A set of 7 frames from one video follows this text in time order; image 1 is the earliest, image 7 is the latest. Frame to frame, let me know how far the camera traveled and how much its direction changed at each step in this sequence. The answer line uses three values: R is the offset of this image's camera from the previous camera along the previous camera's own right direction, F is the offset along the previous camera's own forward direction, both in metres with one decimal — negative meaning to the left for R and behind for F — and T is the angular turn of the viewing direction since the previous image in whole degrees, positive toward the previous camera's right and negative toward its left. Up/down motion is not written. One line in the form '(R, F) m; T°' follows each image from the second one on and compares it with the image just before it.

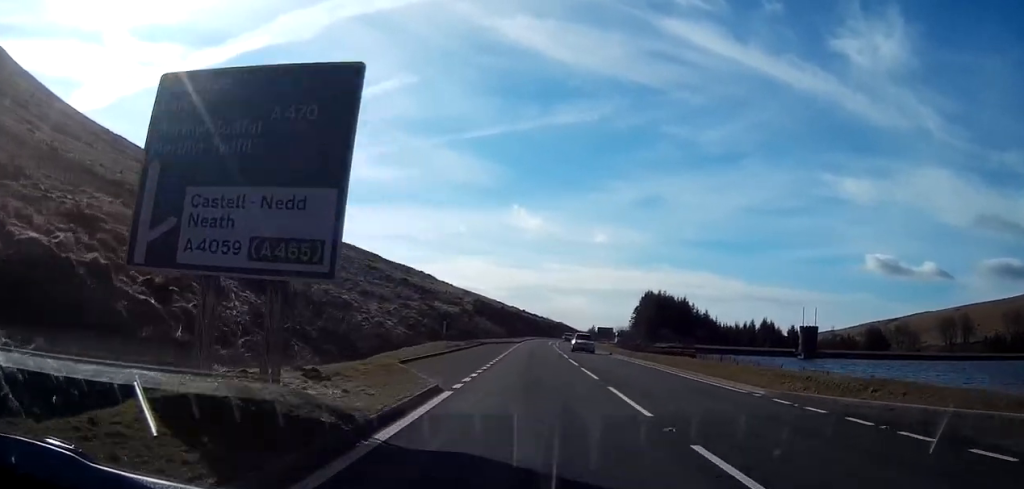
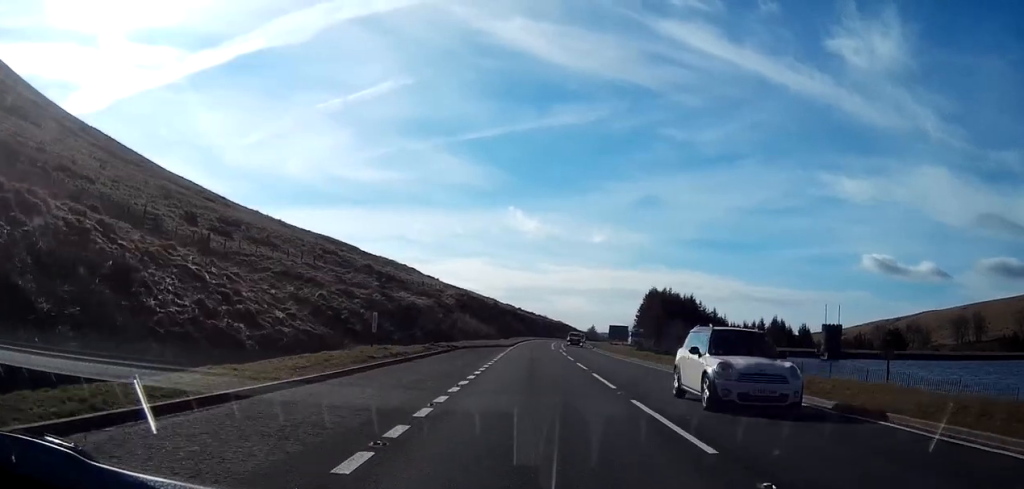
(+0.1, +21.8) m; 0°
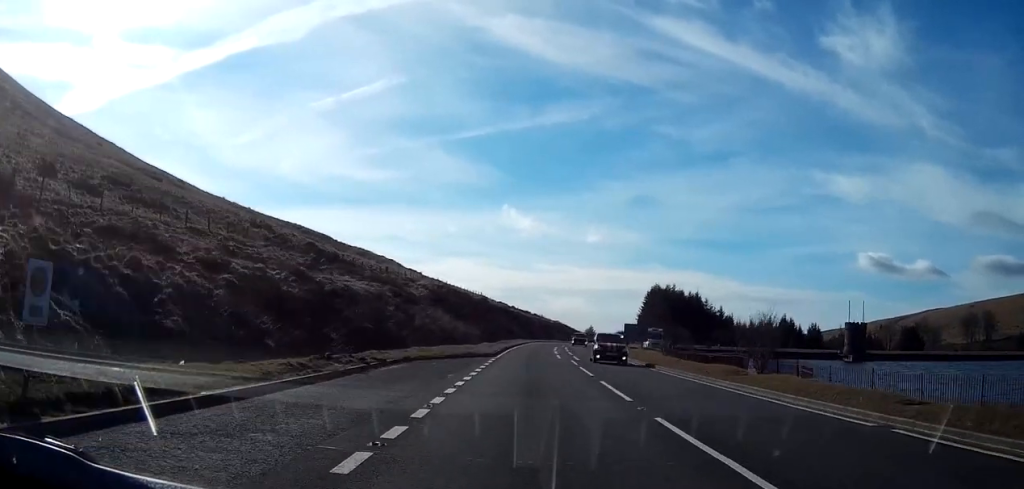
(0.0, +20.3) m; +1°
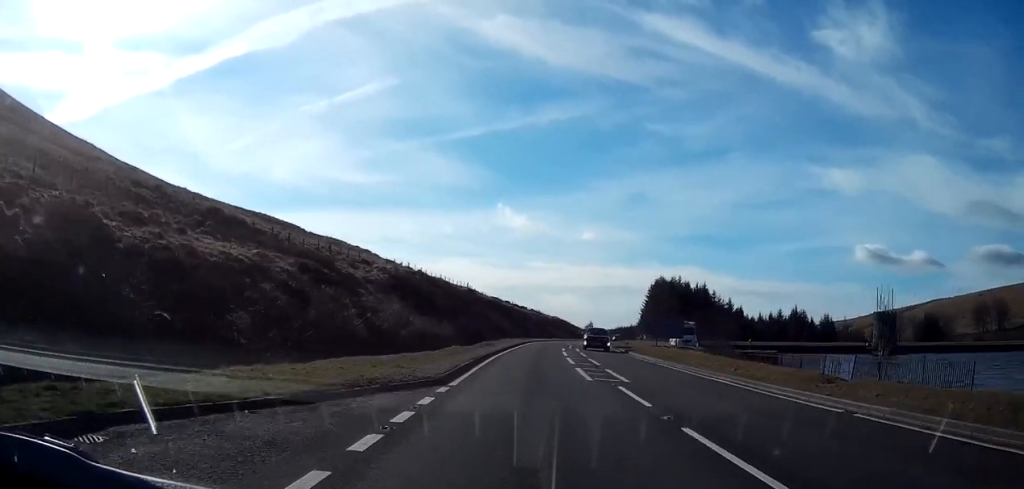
(+0.1, +19.7) m; +1°
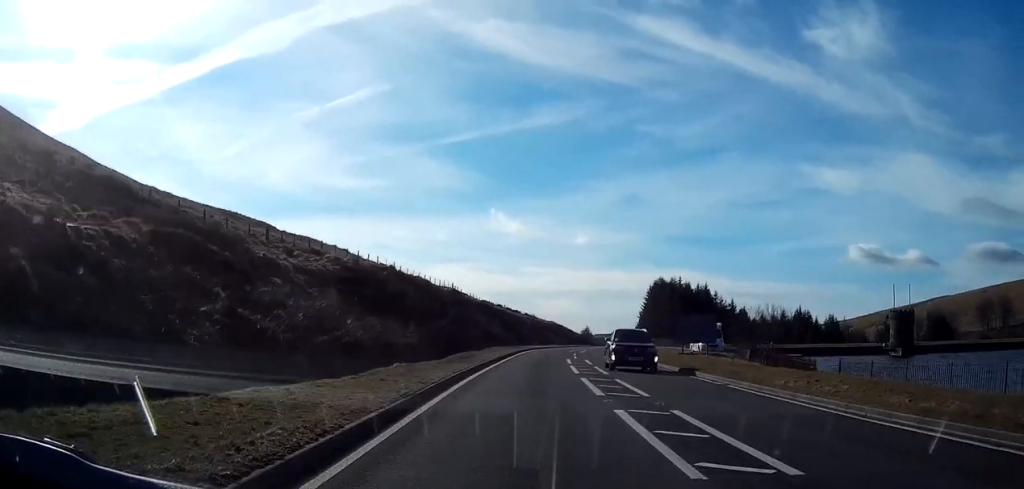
(0.0, +12.1) m; 0°
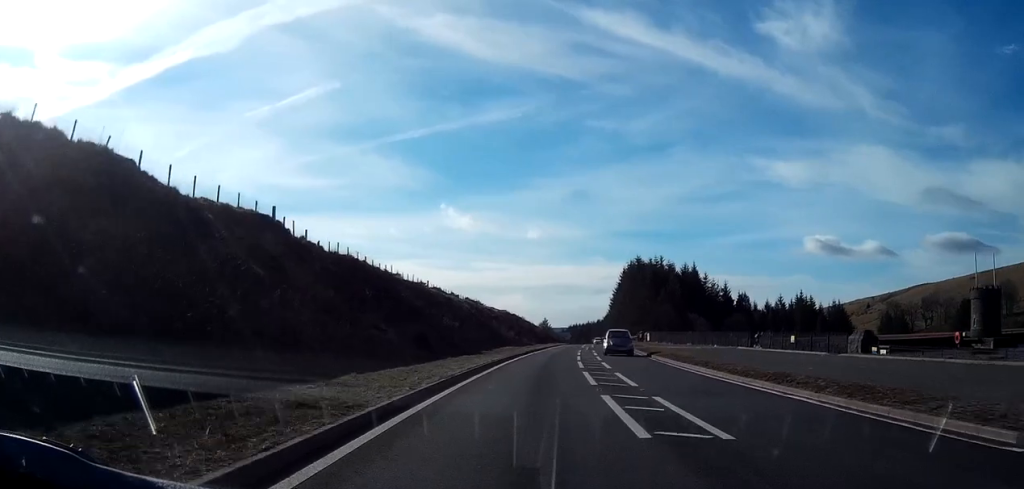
(+0.6, +52.2) m; +2°
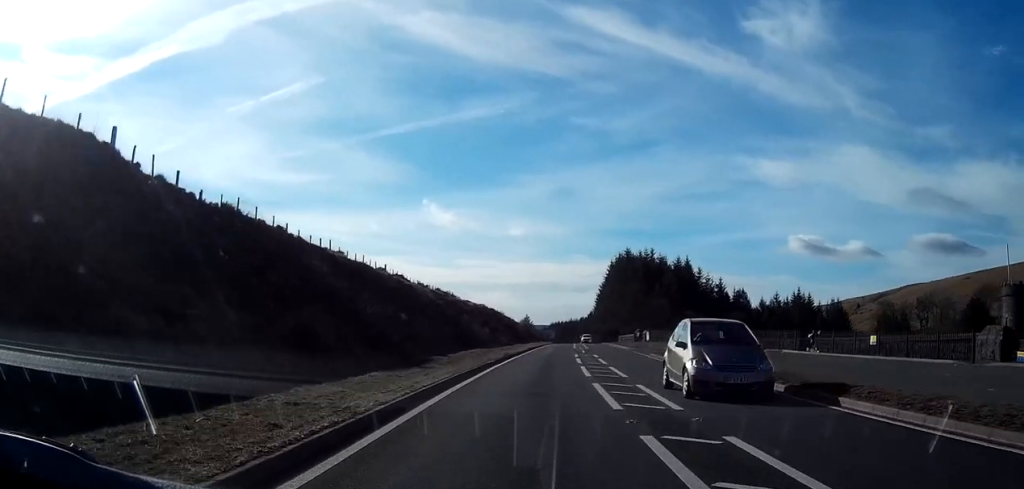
(+0.1, +15.1) m; +1°
